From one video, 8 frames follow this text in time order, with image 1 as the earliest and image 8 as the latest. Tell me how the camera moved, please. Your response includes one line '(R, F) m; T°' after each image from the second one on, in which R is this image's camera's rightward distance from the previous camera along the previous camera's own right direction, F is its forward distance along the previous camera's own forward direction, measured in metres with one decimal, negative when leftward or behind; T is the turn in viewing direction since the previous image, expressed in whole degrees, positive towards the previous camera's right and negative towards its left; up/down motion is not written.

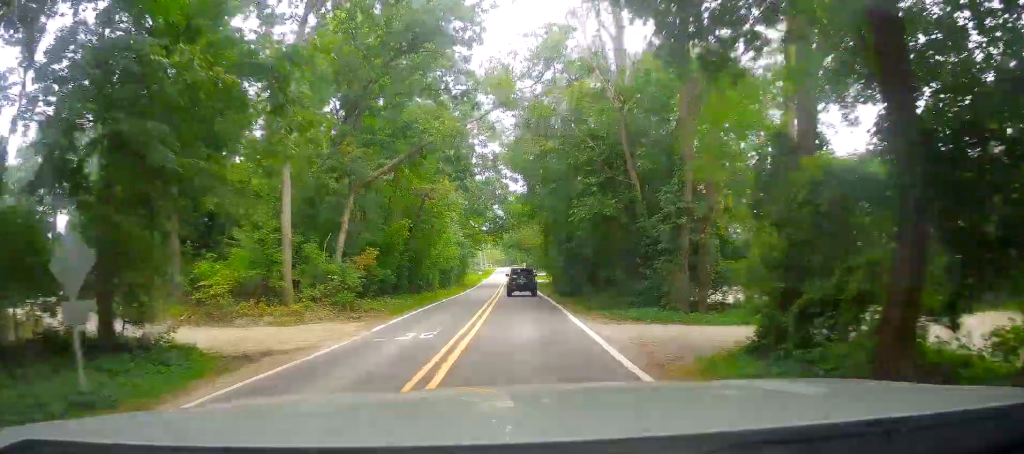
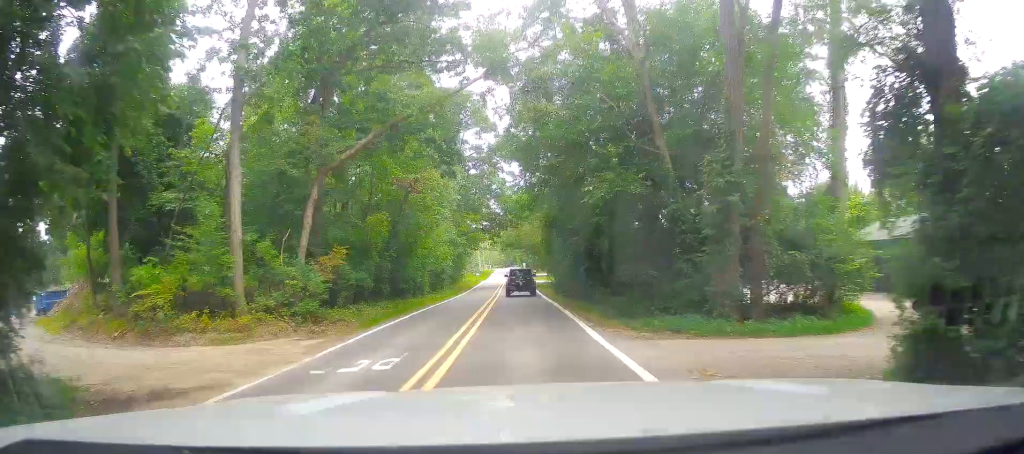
(+0.1, +4.9) m; +1°
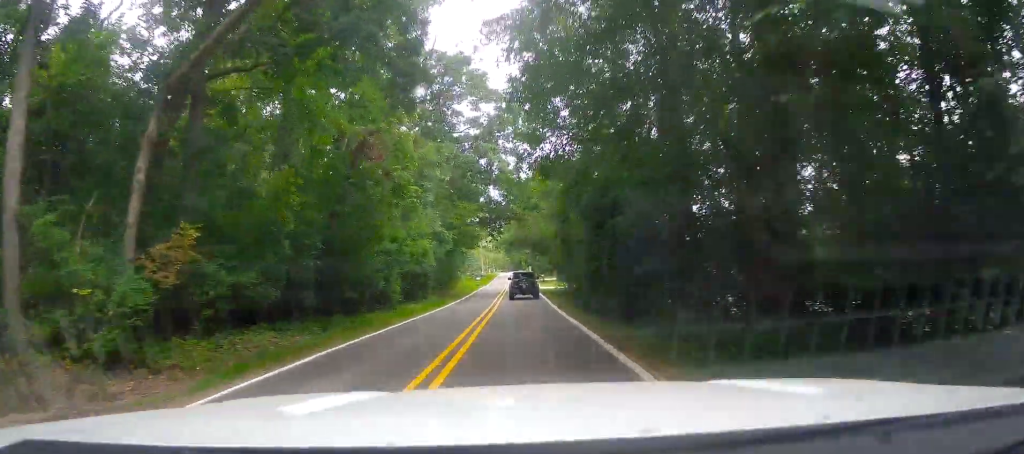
(0.0, +12.2) m; 0°
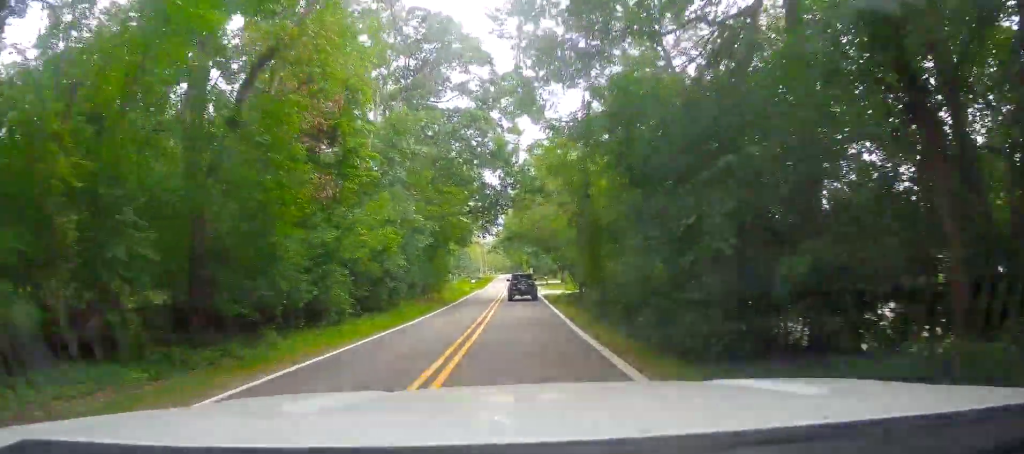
(0.0, +9.8) m; -2°
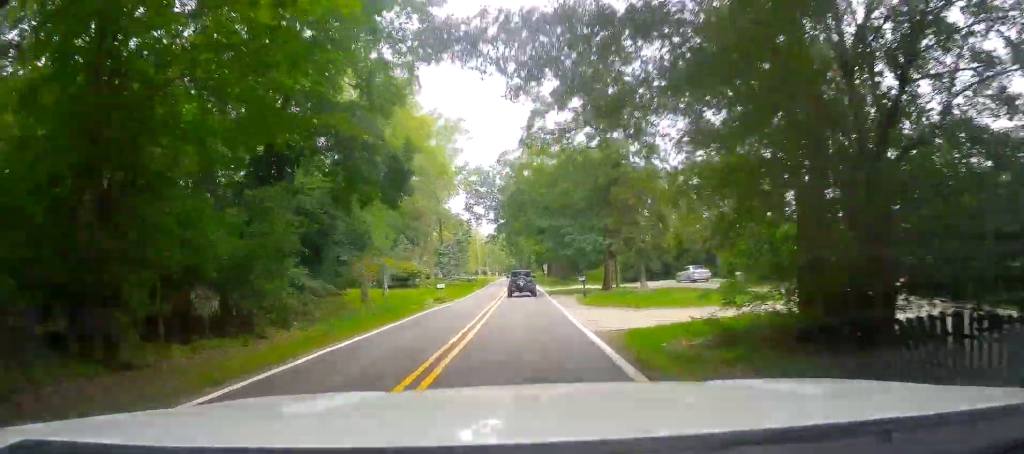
(-0.6, +37.3) m; -2°
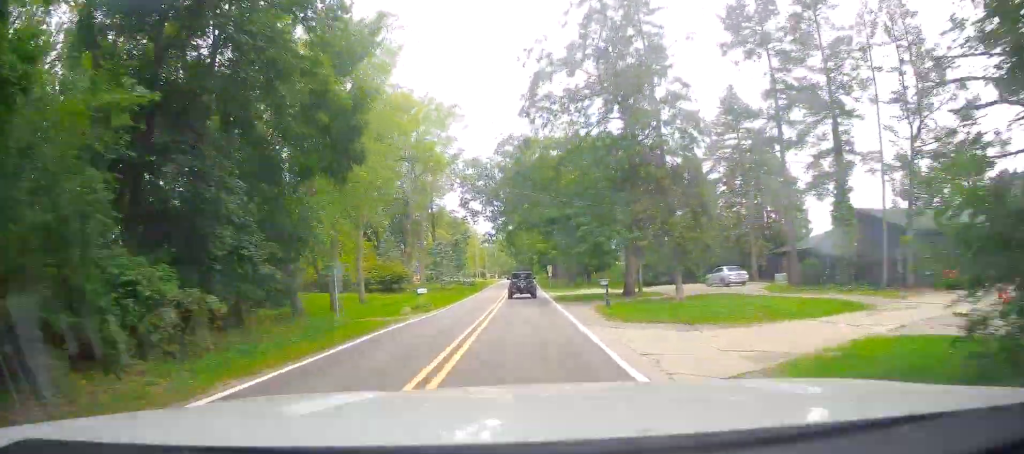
(-0.1, +8.8) m; 0°
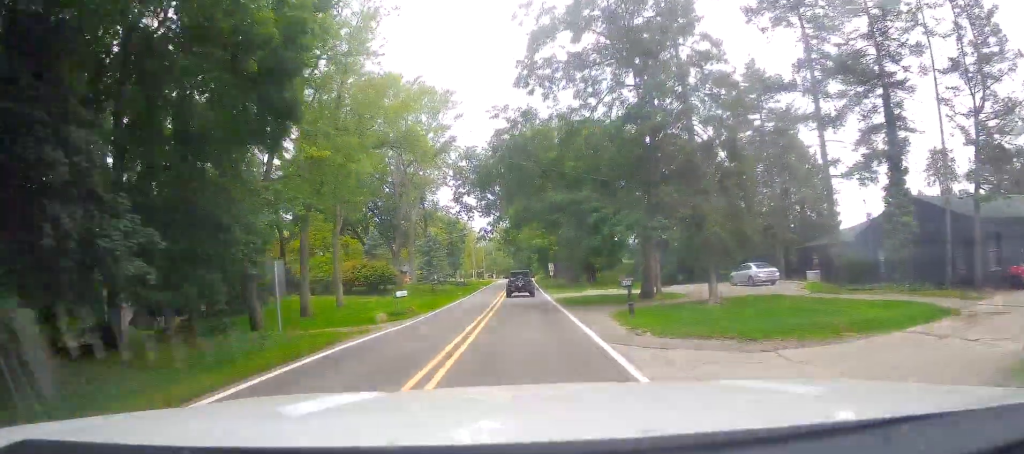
(0.0, +5.7) m; +1°
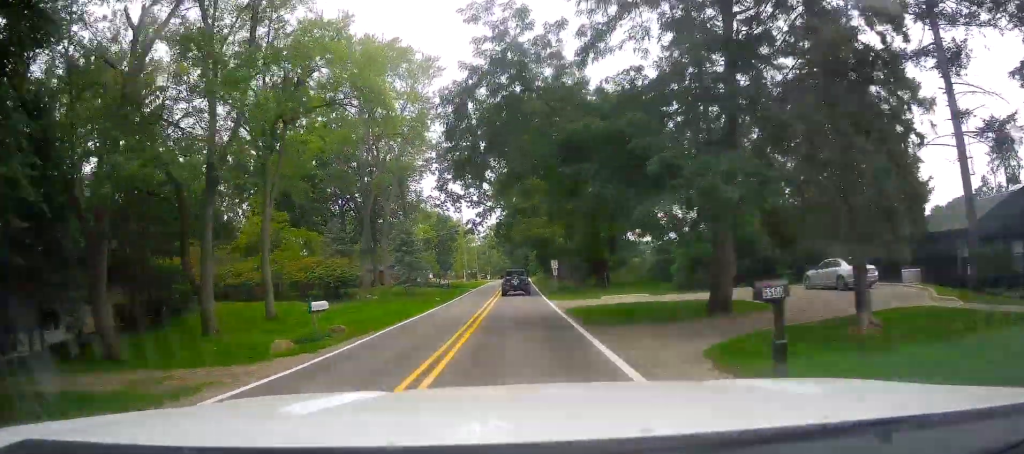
(+0.3, +11.8) m; +1°
